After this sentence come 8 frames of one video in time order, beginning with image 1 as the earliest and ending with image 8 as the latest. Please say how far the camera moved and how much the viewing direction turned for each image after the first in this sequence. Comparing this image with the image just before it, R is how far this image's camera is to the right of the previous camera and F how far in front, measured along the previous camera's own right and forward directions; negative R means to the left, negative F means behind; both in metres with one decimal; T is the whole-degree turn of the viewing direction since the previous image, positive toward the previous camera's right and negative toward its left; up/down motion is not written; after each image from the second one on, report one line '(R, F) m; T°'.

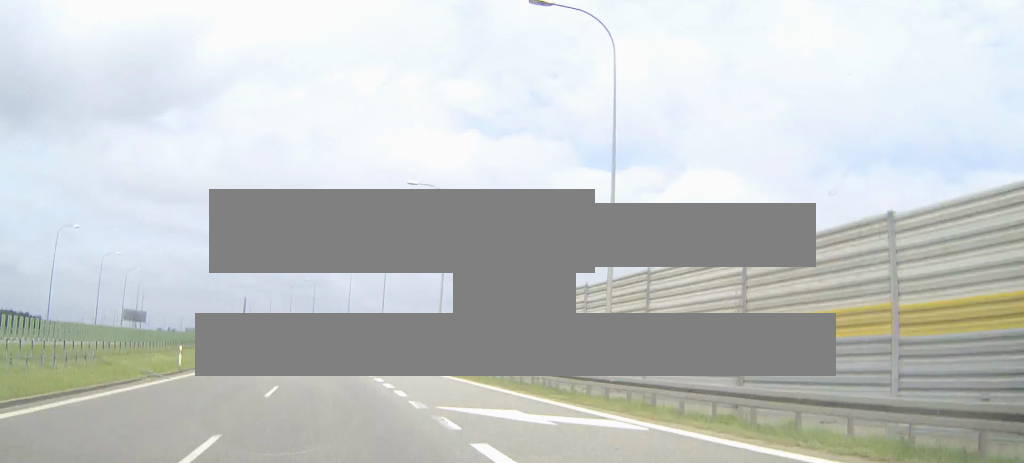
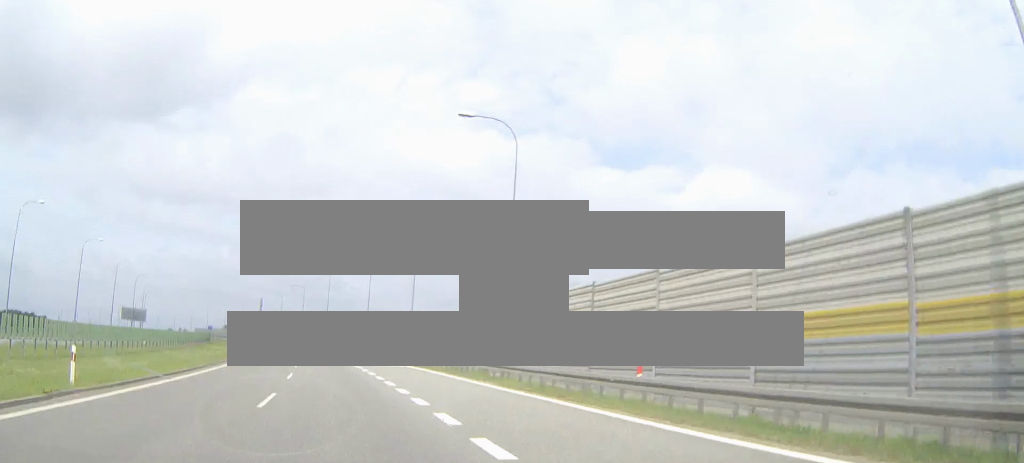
(-0.2, +14.8) m; -1°
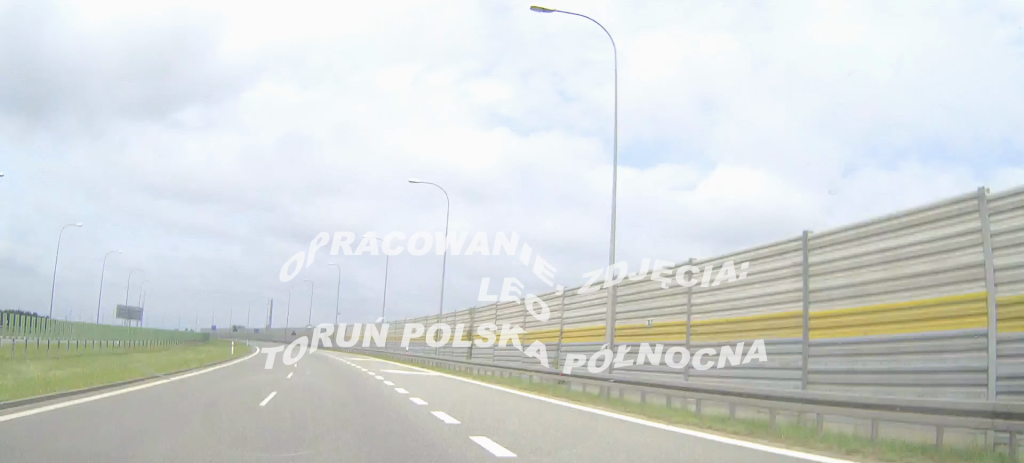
(0.0, +12.4) m; -1°
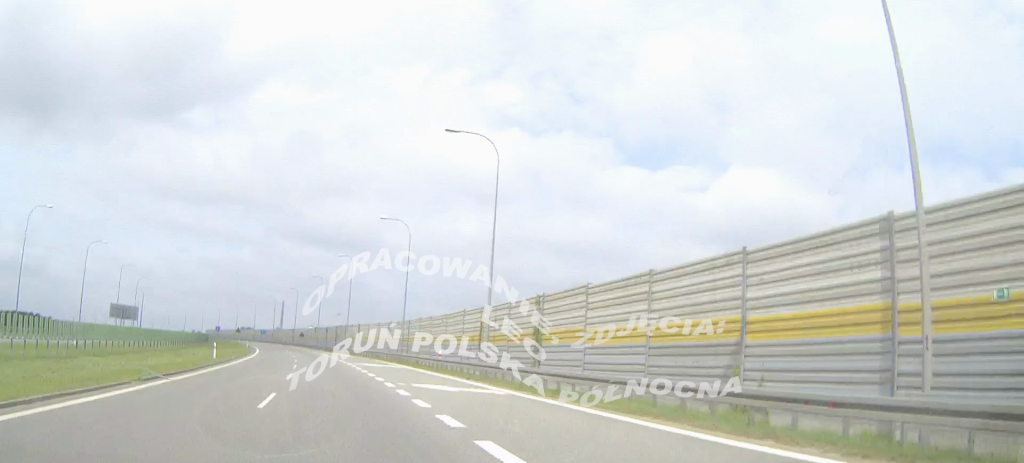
(-0.2, +12.4) m; -1°
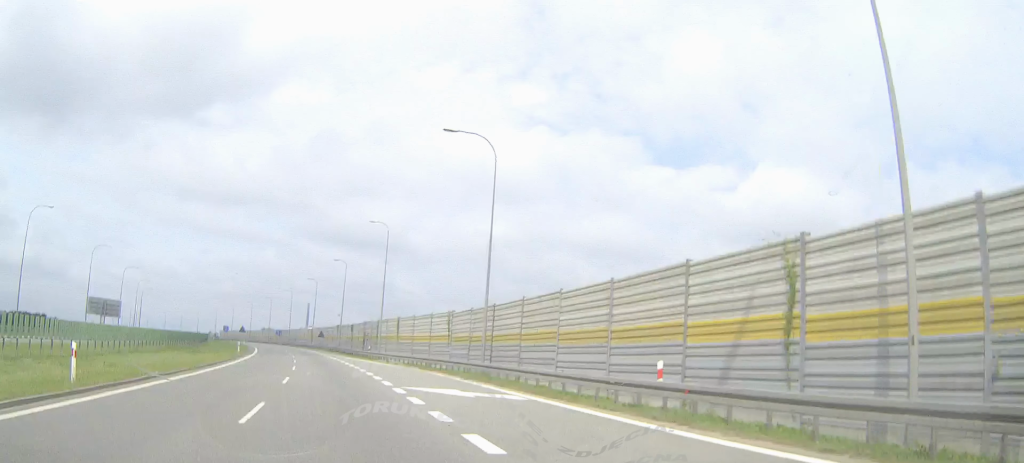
(-0.5, +26.4) m; -2°
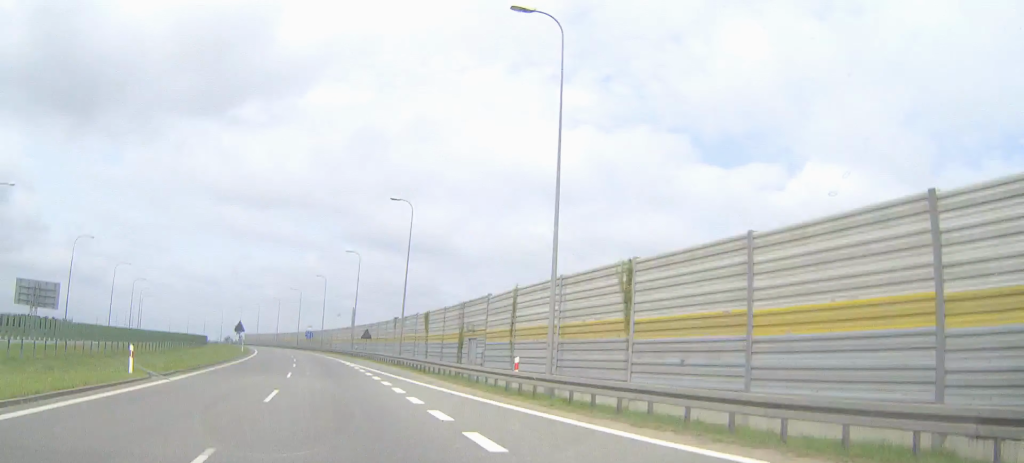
(-1.2, +43.7) m; -3°
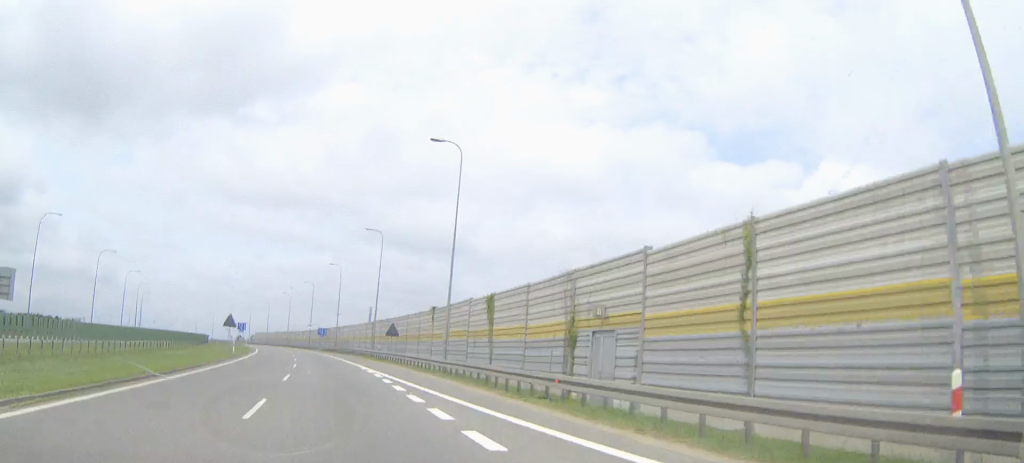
(-0.3, +15.8) m; -1°
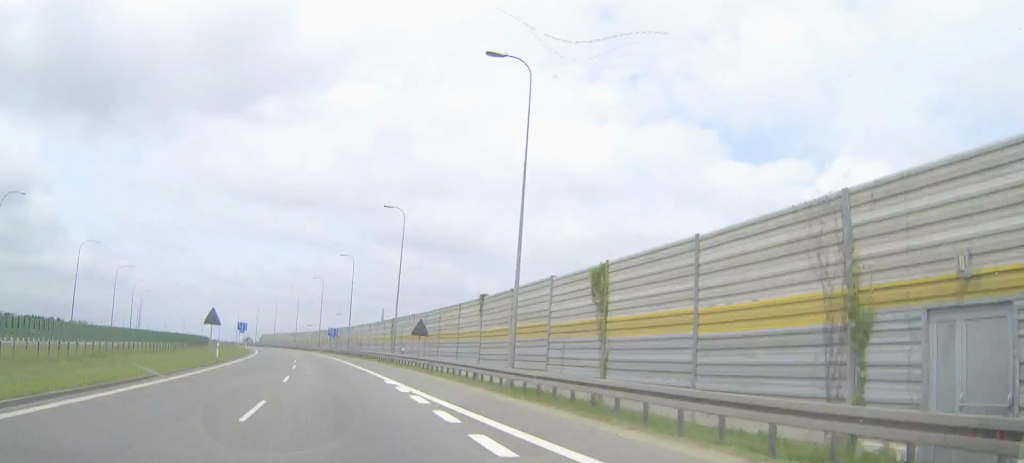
(-0.1, +12.5) m; -1°
